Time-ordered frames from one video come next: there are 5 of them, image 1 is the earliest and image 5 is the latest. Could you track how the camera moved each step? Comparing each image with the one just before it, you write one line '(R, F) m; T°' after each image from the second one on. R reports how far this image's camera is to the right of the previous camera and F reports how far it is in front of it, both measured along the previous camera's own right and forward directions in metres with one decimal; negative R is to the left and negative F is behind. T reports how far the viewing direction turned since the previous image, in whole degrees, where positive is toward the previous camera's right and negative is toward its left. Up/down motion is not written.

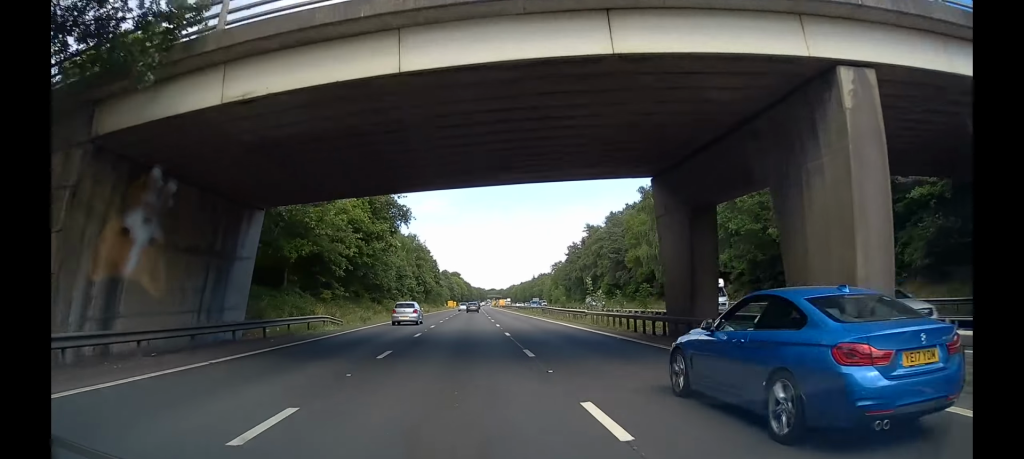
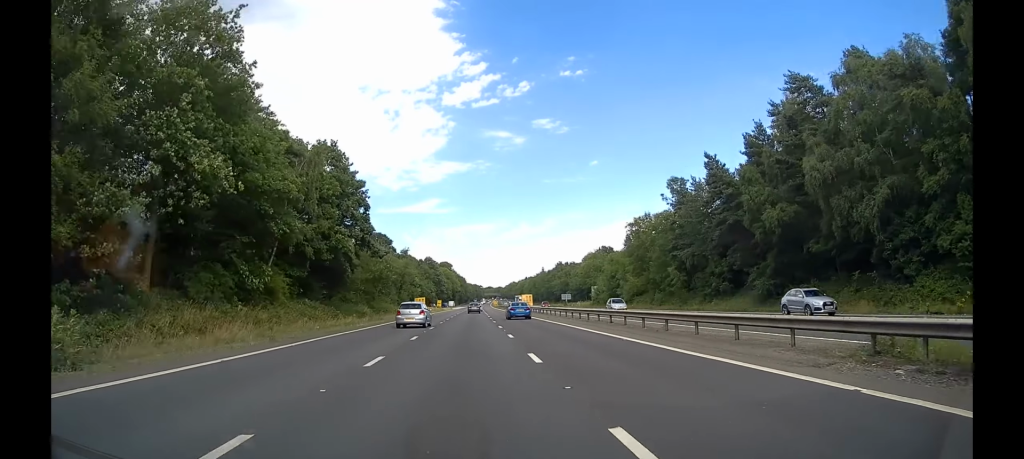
(+0.7, +92.4) m; +1°
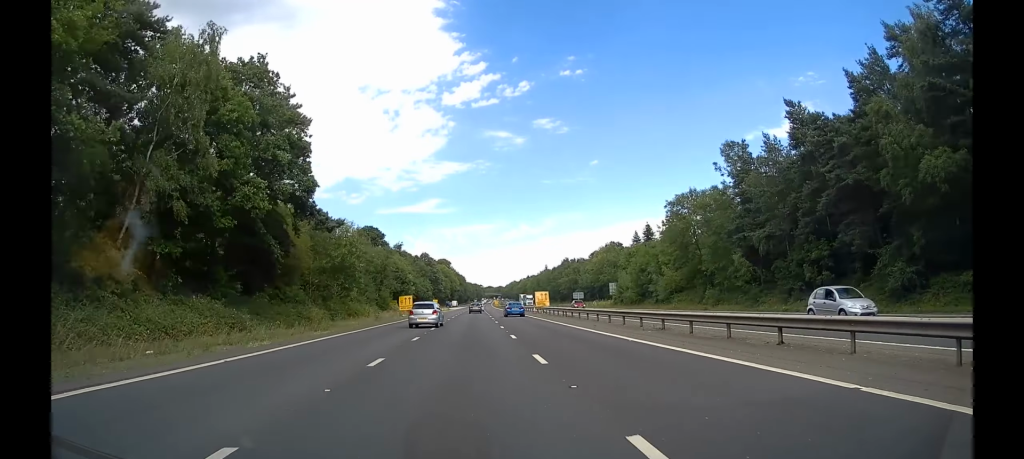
(+0.1, +18.6) m; 0°
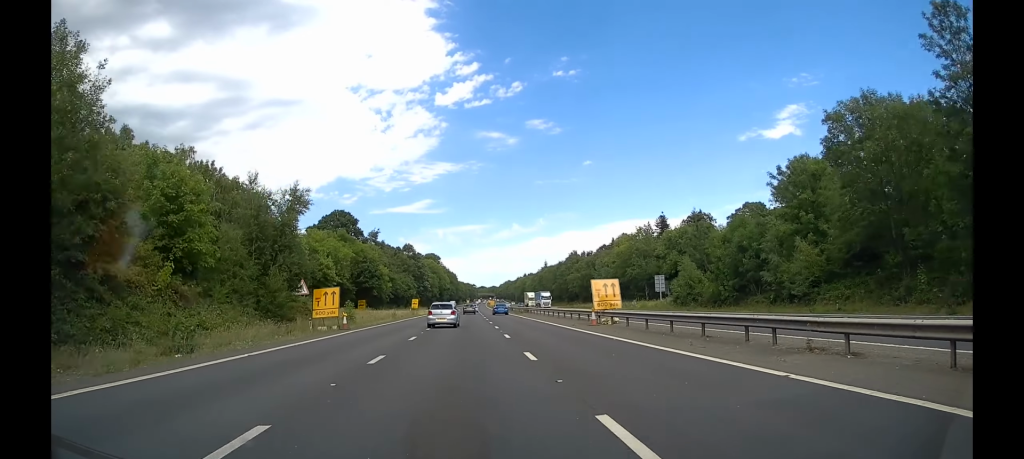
(-0.1, +34.9) m; +1°
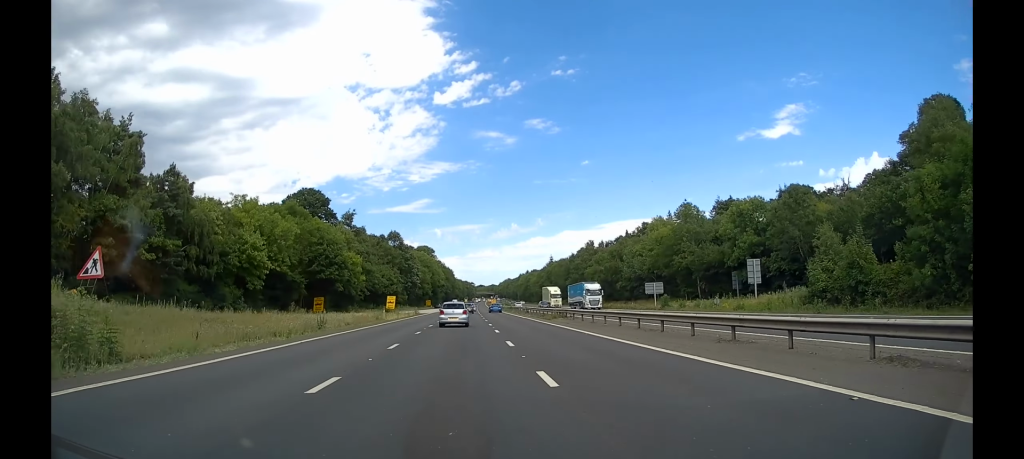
(+0.4, +30.9) m; 0°
